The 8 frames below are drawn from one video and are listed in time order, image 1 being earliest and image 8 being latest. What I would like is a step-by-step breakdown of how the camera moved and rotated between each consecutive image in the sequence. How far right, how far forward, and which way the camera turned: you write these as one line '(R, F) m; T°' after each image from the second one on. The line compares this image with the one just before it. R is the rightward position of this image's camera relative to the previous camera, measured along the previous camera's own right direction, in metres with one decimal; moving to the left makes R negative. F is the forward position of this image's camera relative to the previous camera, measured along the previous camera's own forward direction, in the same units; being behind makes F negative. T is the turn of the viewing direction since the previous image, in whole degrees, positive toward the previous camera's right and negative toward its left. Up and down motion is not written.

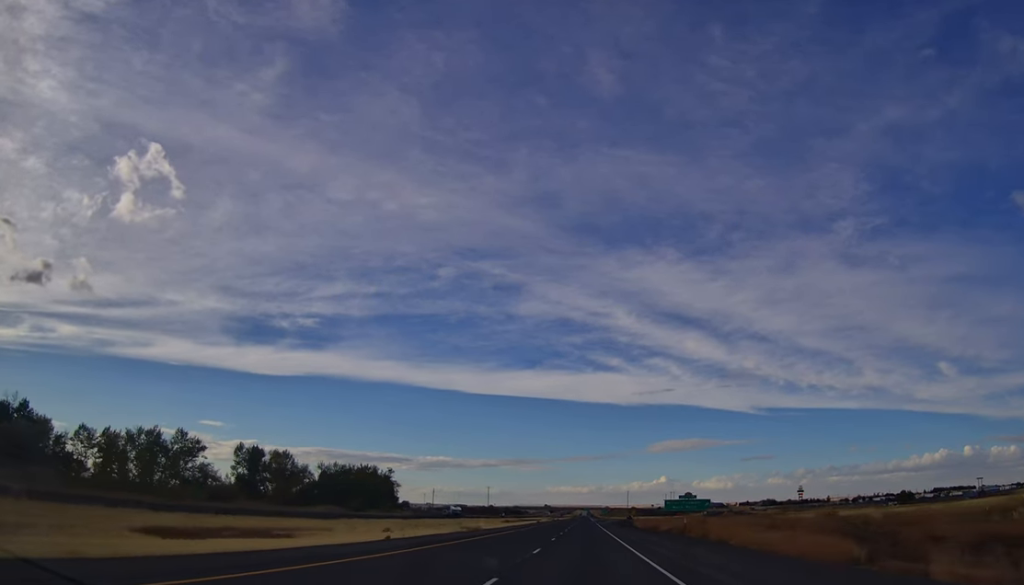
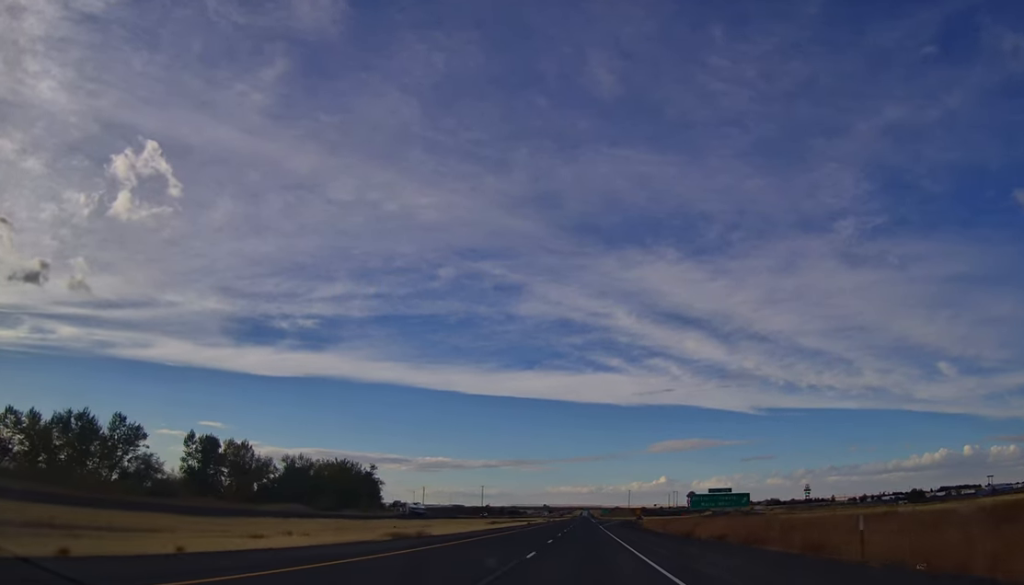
(+0.1, +26.7) m; +1°
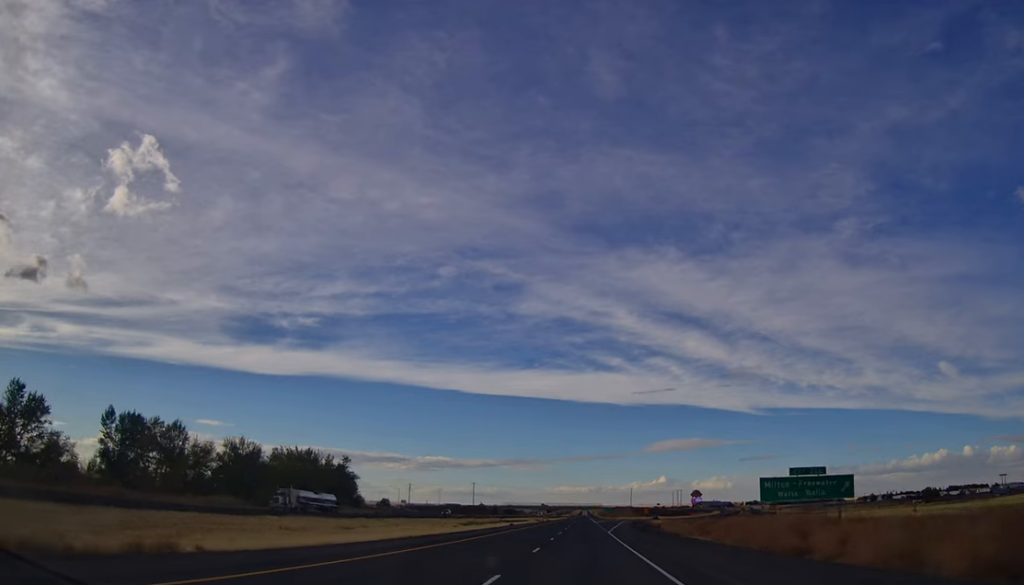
(+0.3, +33.7) m; +1°
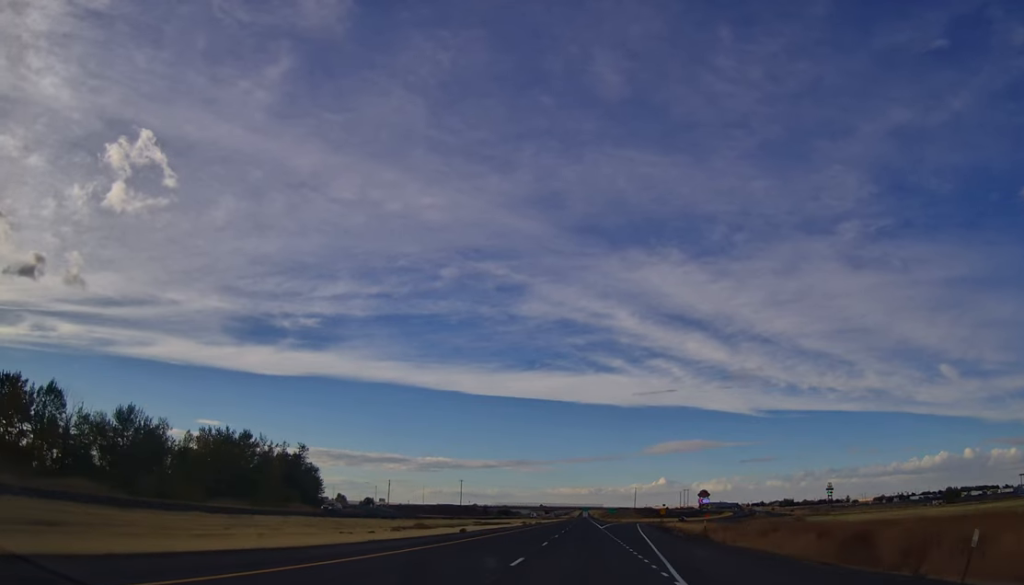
(-0.1, +43.0) m; -1°
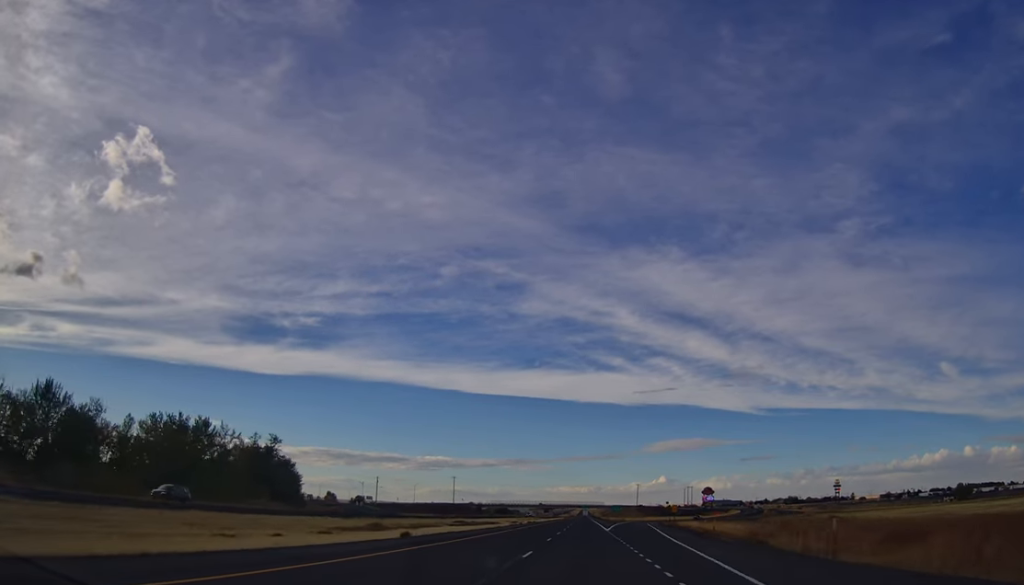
(-0.1, +21.5) m; 0°
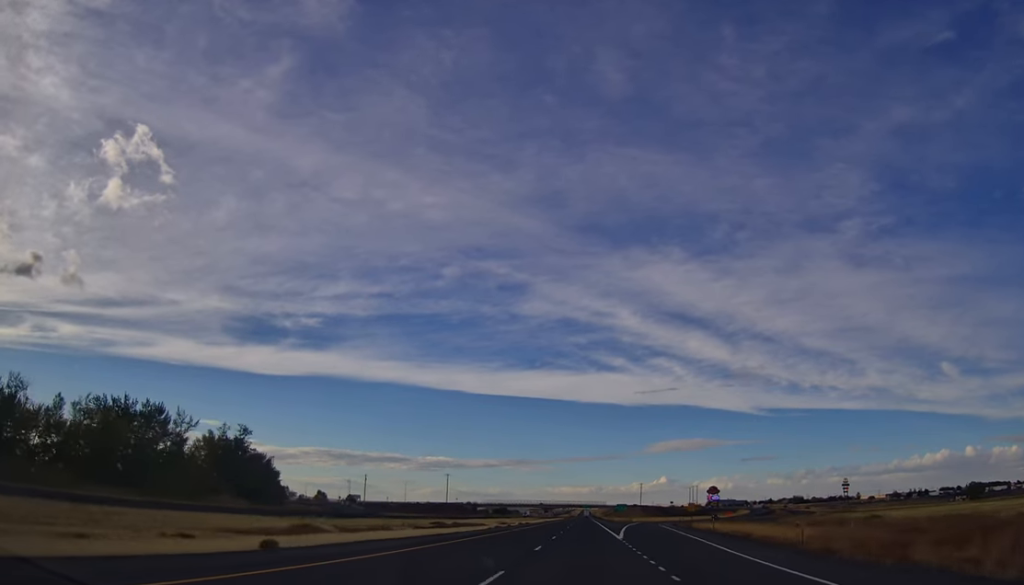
(-0.1, +20.5) m; 0°
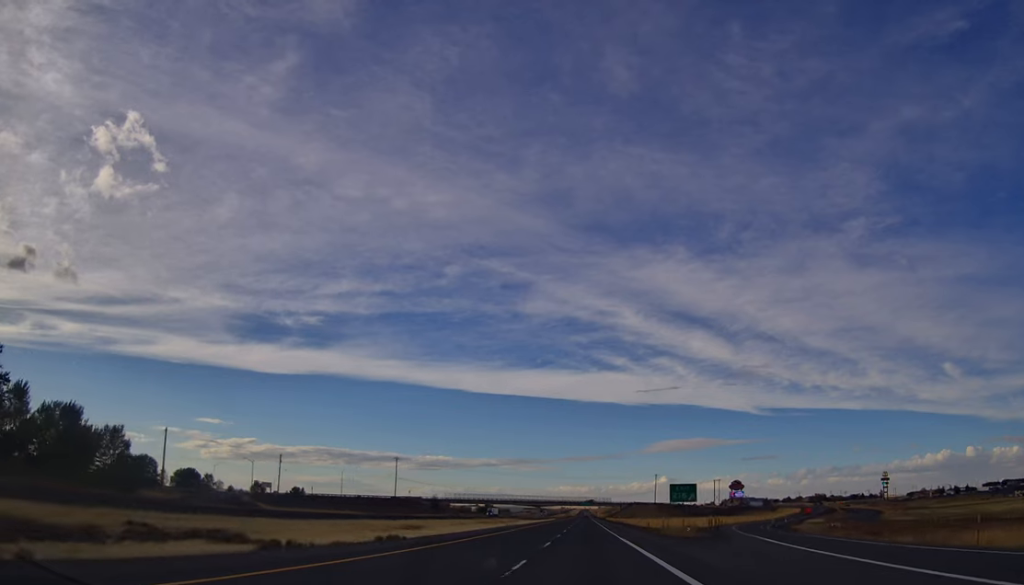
(+0.9, +94.7) m; 0°
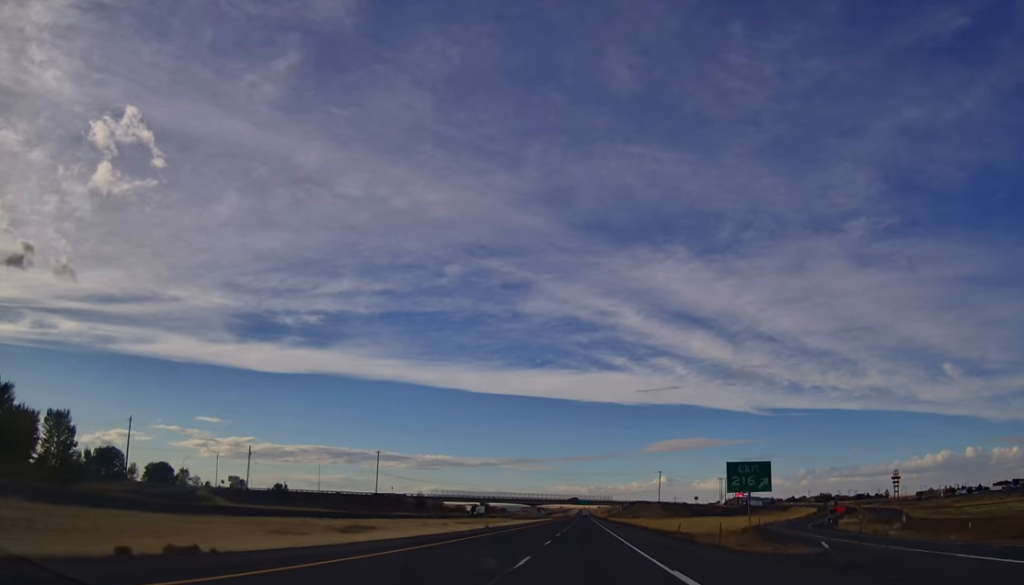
(-0.1, +22.8) m; 0°
